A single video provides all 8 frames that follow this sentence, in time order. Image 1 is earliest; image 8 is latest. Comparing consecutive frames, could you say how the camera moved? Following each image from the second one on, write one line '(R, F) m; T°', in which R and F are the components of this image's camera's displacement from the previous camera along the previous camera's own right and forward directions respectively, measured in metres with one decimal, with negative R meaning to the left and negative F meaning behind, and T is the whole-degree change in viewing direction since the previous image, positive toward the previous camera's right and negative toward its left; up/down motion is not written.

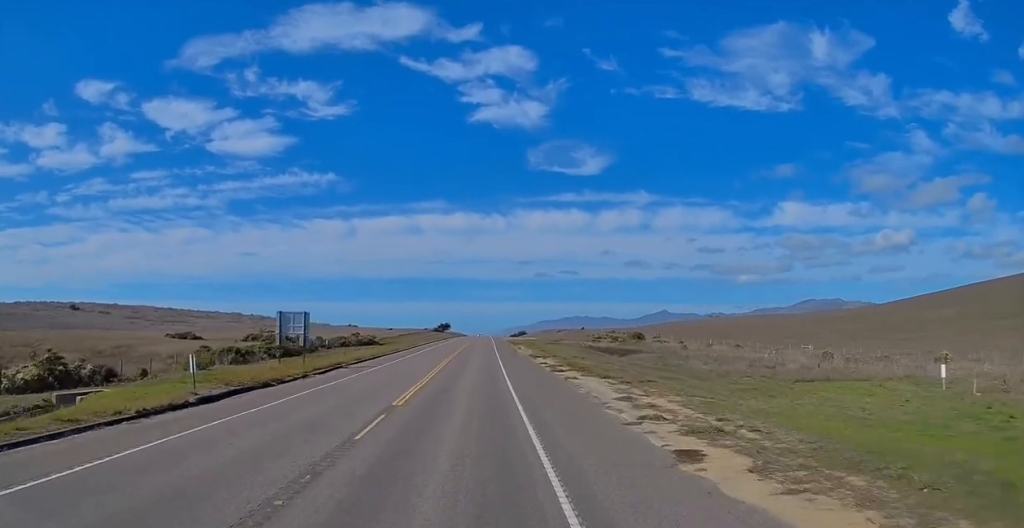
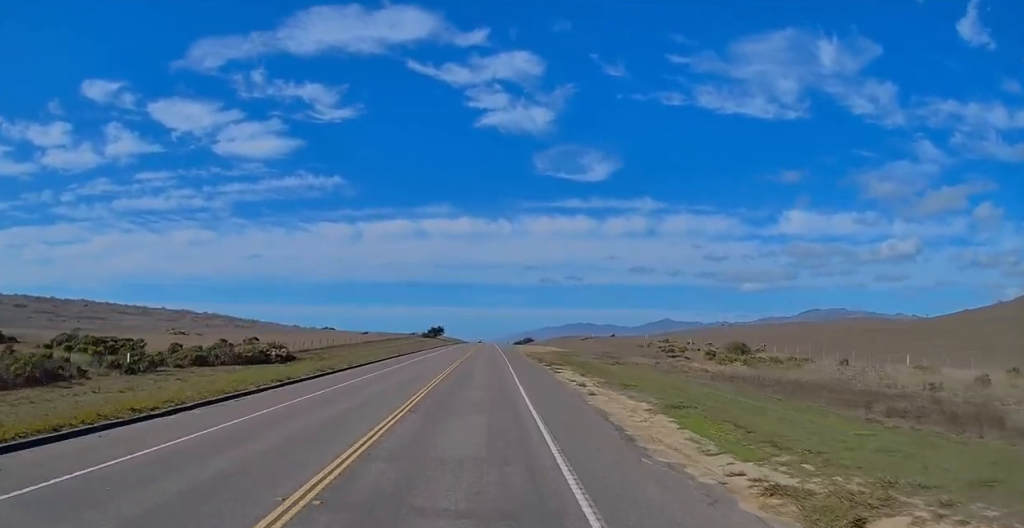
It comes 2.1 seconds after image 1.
(-0.5, +50.1) m; 0°
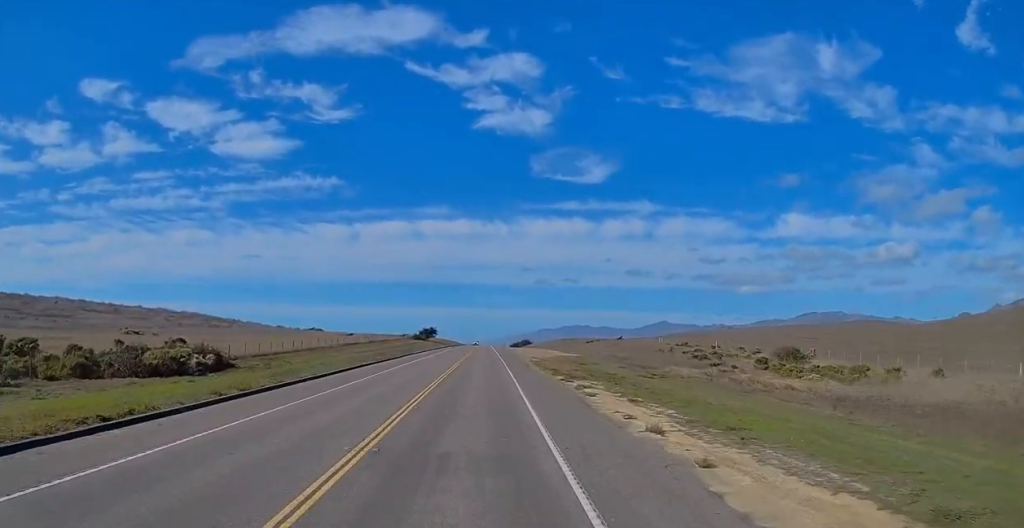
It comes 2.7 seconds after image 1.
(0.0, +13.4) m; 0°
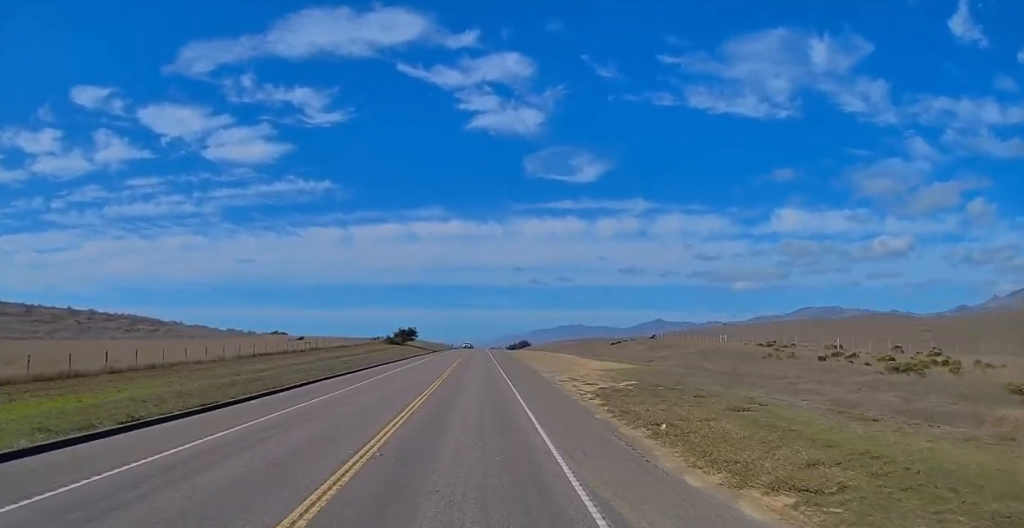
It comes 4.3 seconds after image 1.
(+0.2, +35.8) m; 0°
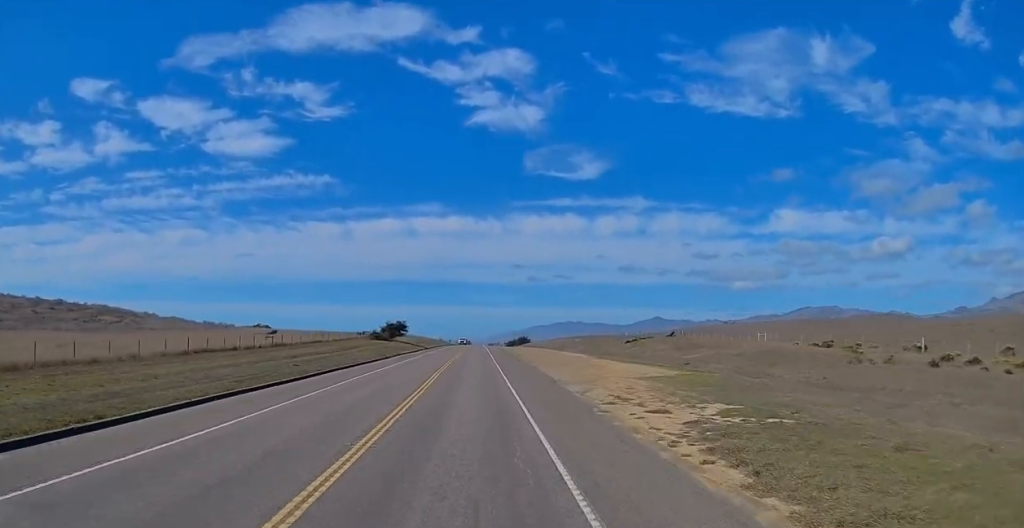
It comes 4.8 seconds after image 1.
(0.0, +13.4) m; 0°
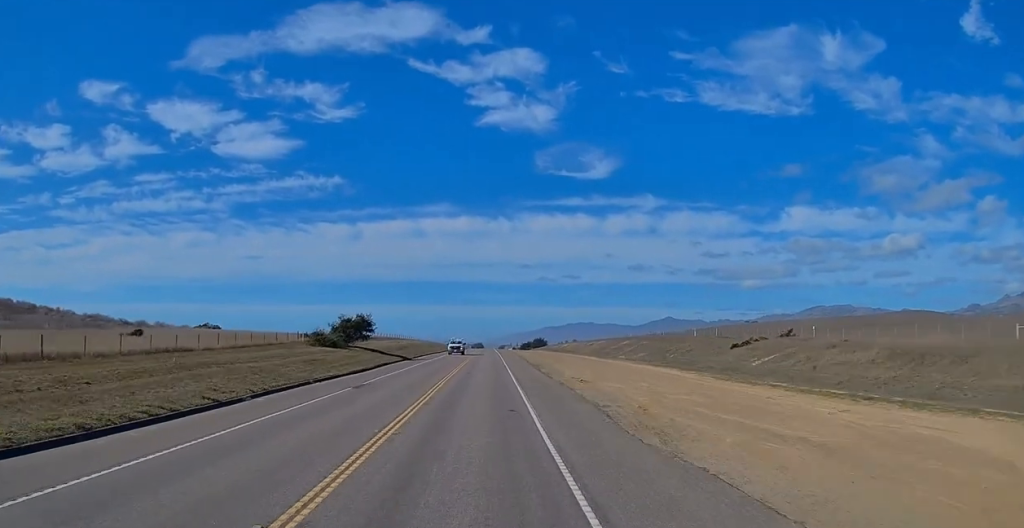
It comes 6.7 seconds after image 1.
(+0.1, +43.6) m; 0°
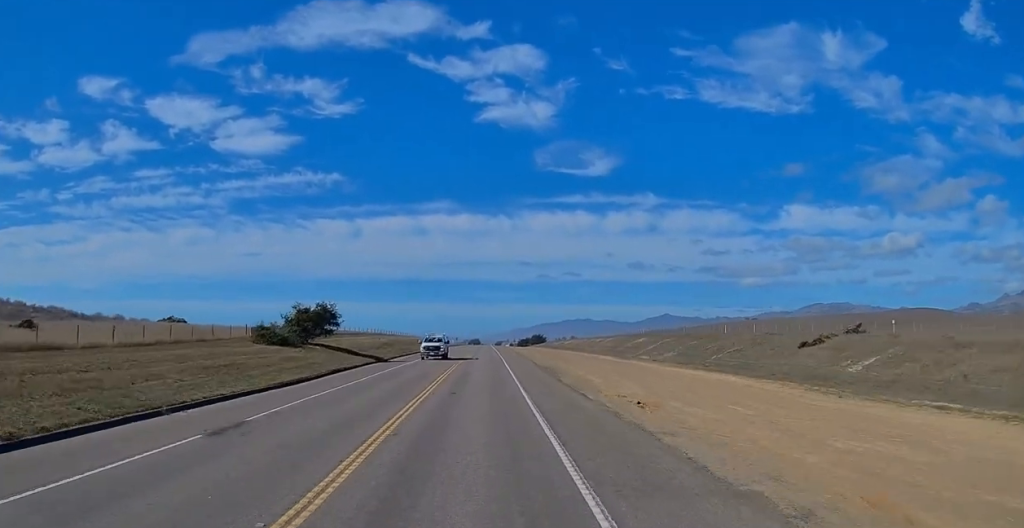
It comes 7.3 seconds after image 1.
(-0.1, +15.1) m; 0°
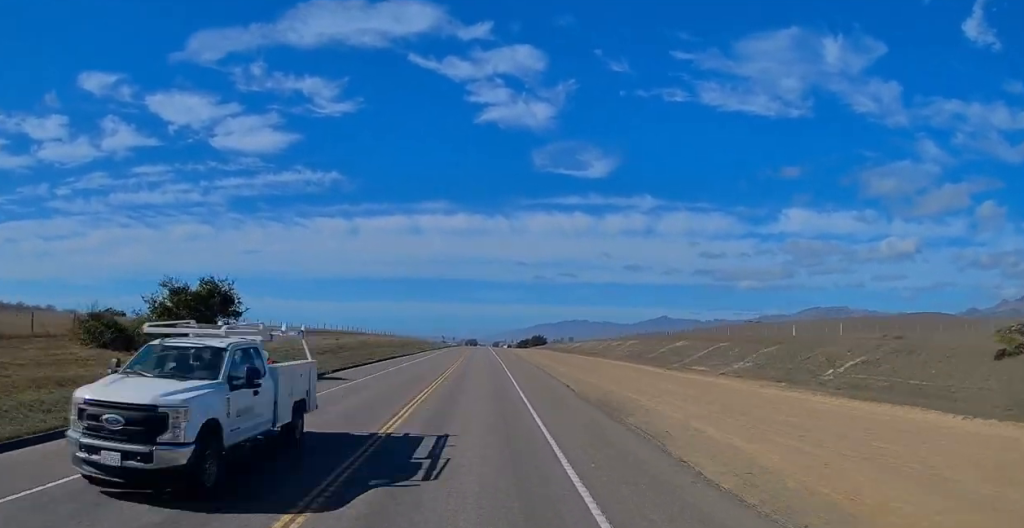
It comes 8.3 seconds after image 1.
(0.0, +21.4) m; 0°
